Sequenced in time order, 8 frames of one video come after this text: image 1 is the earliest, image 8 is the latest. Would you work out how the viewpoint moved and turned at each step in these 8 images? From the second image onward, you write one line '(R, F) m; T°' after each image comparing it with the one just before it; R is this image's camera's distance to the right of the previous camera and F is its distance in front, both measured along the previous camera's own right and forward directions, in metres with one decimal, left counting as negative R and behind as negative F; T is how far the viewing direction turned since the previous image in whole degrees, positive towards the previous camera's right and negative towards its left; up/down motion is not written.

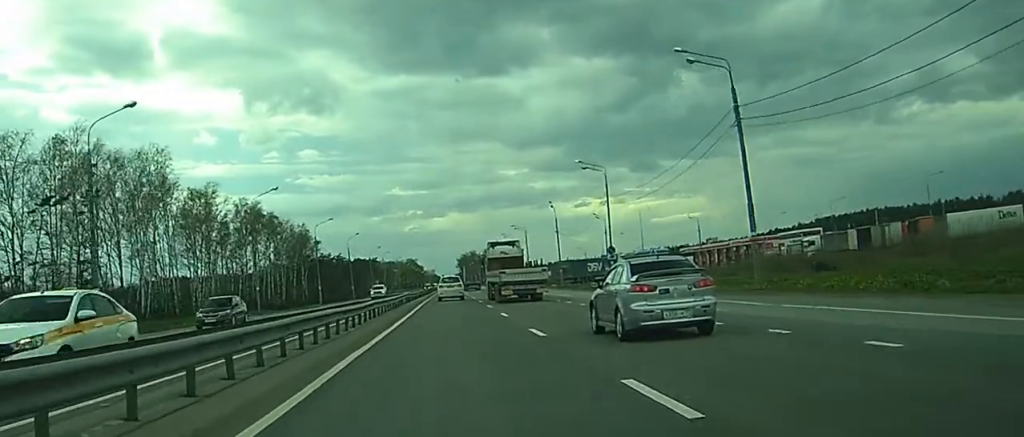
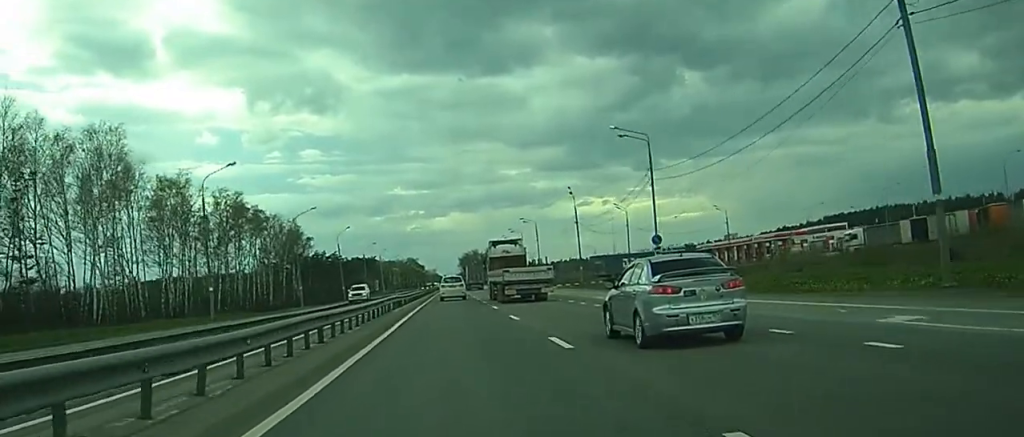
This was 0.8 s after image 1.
(-0.1, +15.7) m; 0°
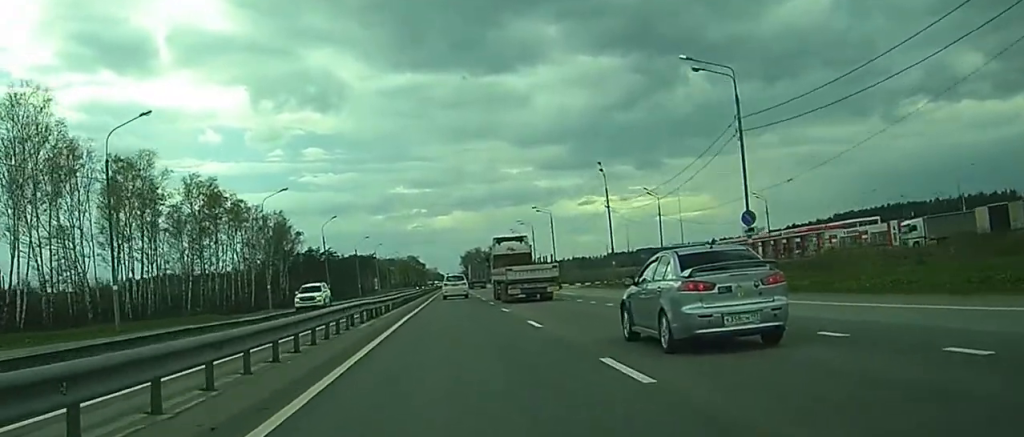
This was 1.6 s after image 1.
(0.0, +17.9) m; +1°
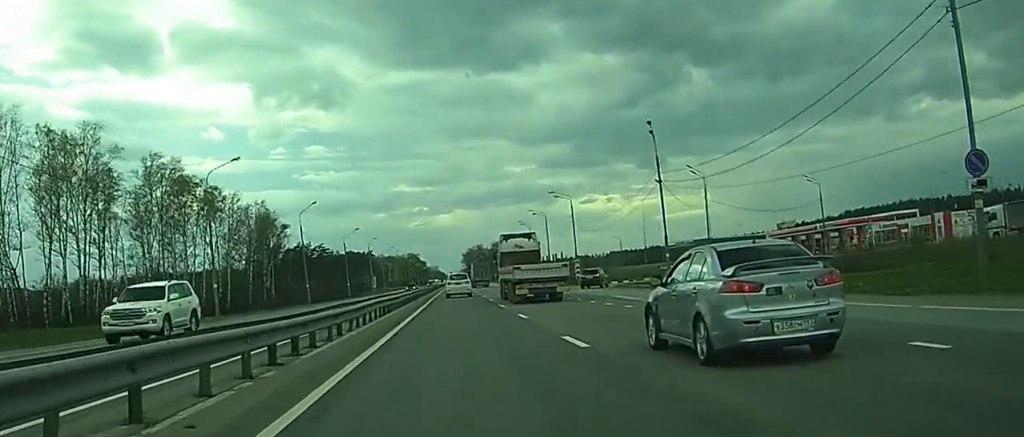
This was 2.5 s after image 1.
(+0.1, +18.8) m; 0°
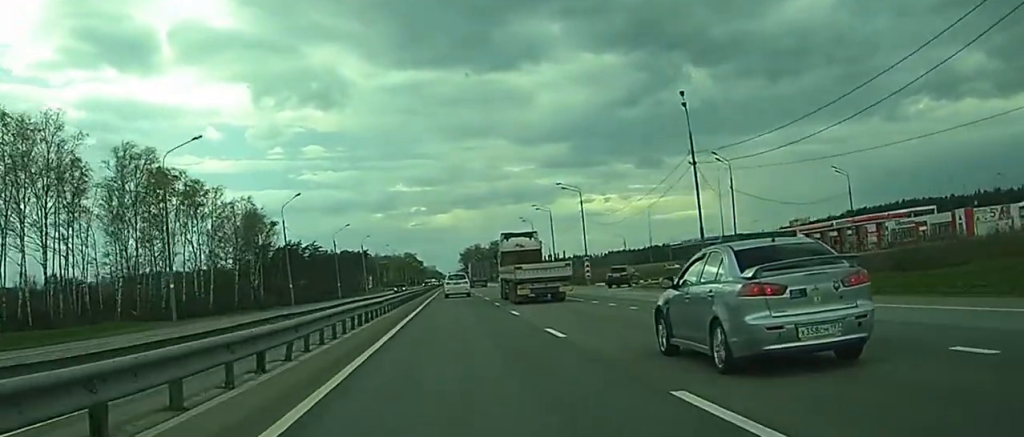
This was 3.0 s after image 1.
(0.0, +9.1) m; 0°
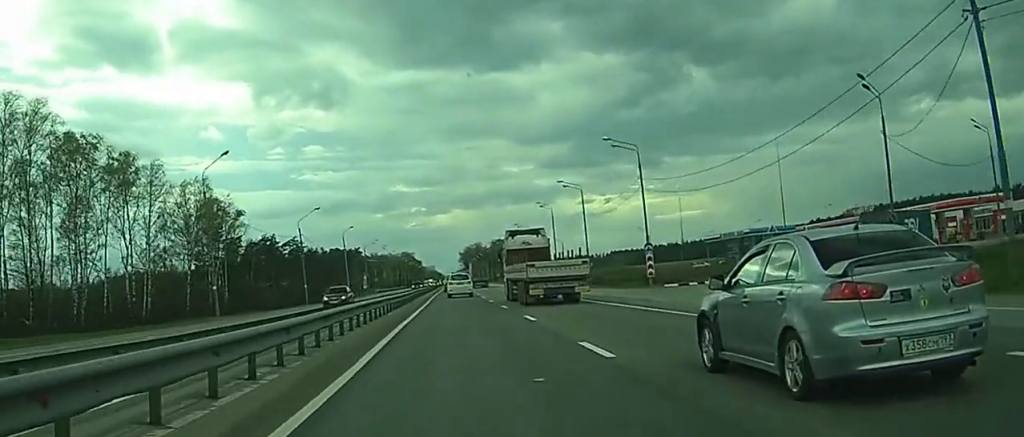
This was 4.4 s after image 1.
(-0.2, +29.4) m; -1°
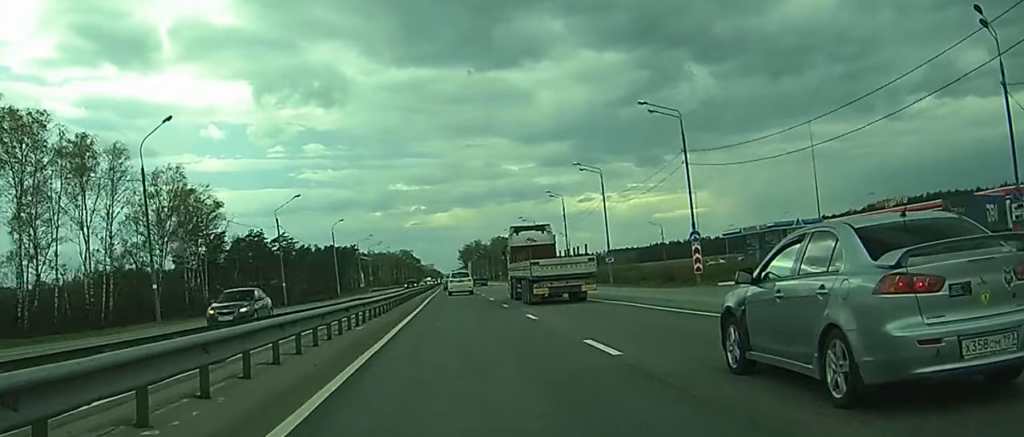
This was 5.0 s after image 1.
(0.0, +12.6) m; 0°
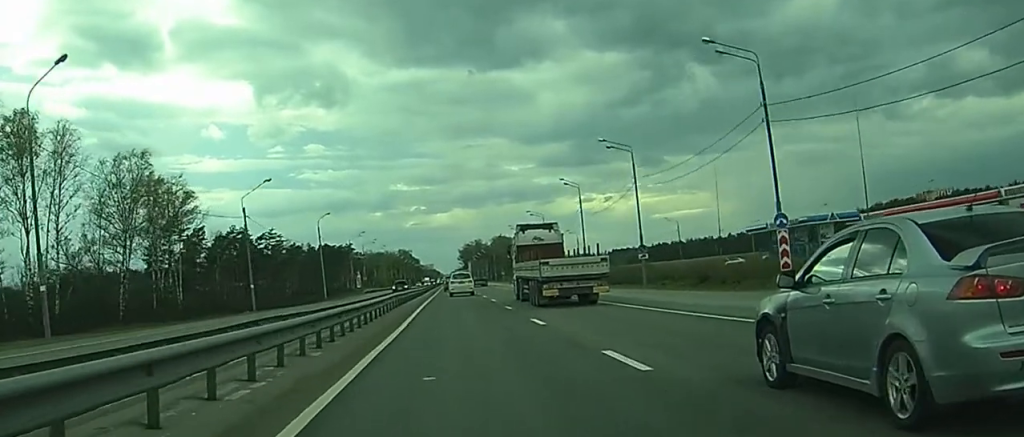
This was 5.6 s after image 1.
(0.0, +14.0) m; +1°
